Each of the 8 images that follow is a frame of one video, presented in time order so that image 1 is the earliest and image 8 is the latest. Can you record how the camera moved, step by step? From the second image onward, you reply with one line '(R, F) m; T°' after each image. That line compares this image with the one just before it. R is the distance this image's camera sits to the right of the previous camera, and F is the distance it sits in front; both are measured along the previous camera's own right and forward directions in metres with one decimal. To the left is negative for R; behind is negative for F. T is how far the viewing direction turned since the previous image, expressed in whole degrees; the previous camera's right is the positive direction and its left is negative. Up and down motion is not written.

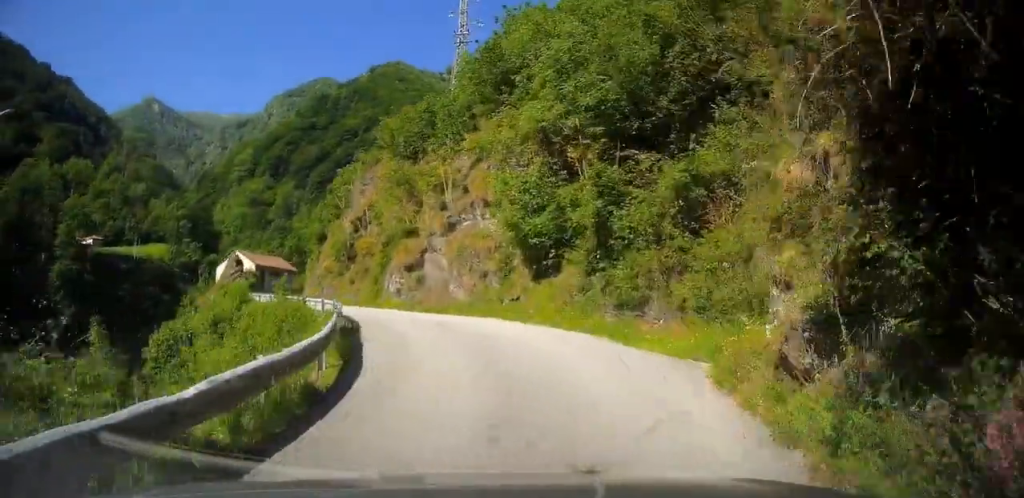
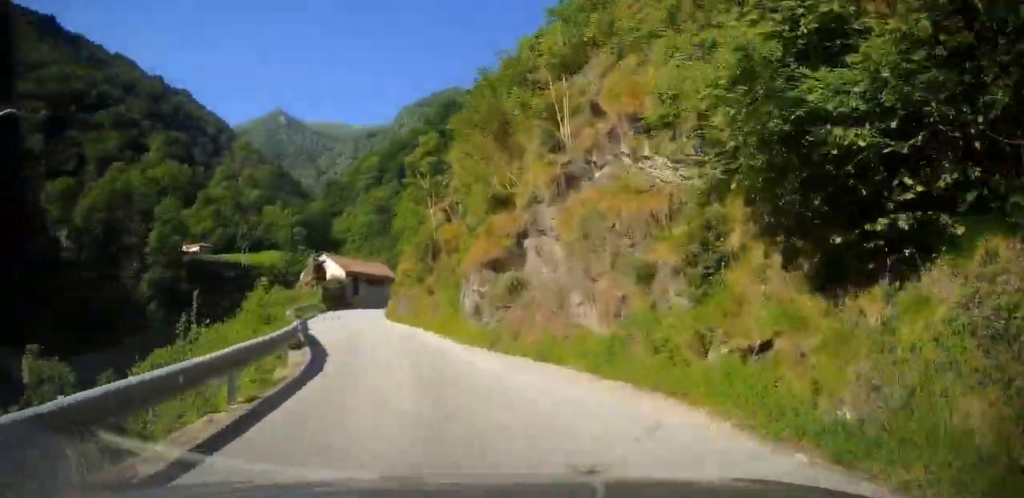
(-1.3, +13.6) m; -14°
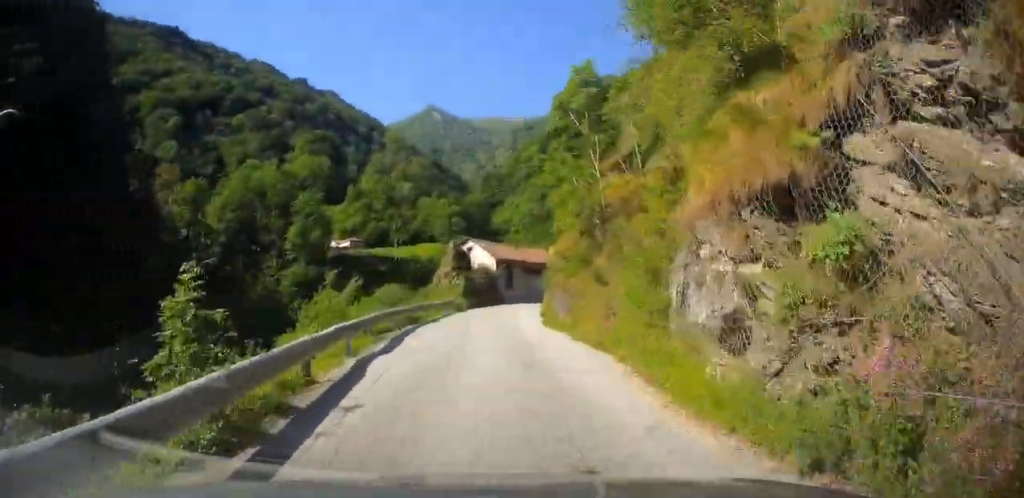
(-0.6, +9.7) m; -9°
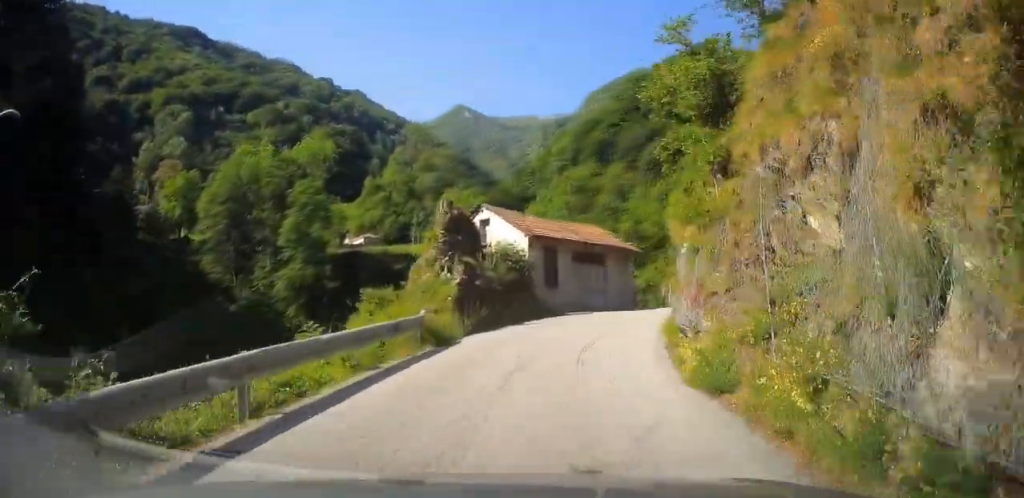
(-3.2, +19.8) m; -6°
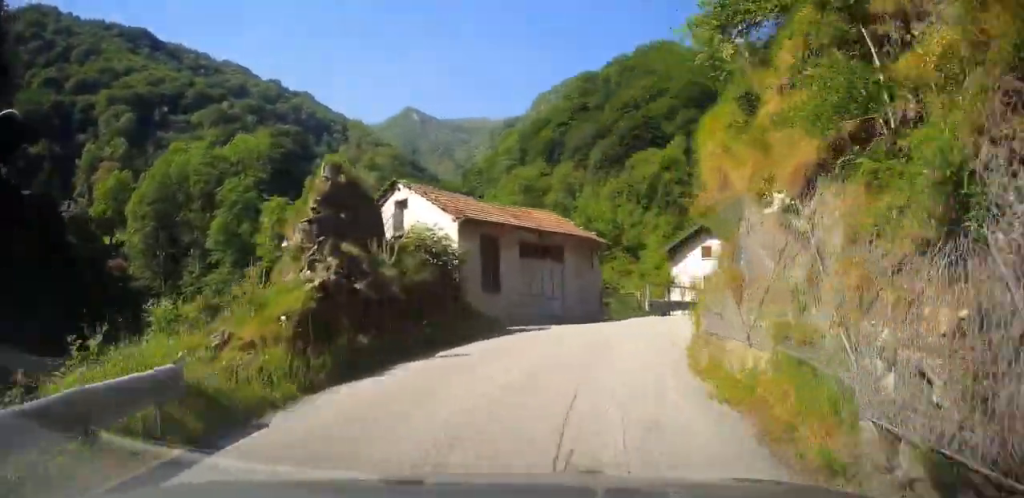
(-0.5, +7.9) m; +4°
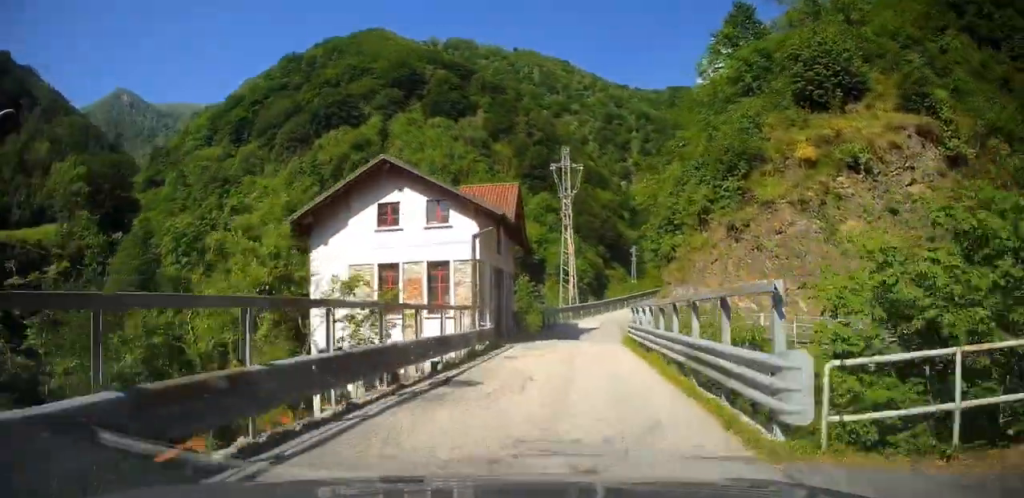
(+7.1, +25.9) m; +27°
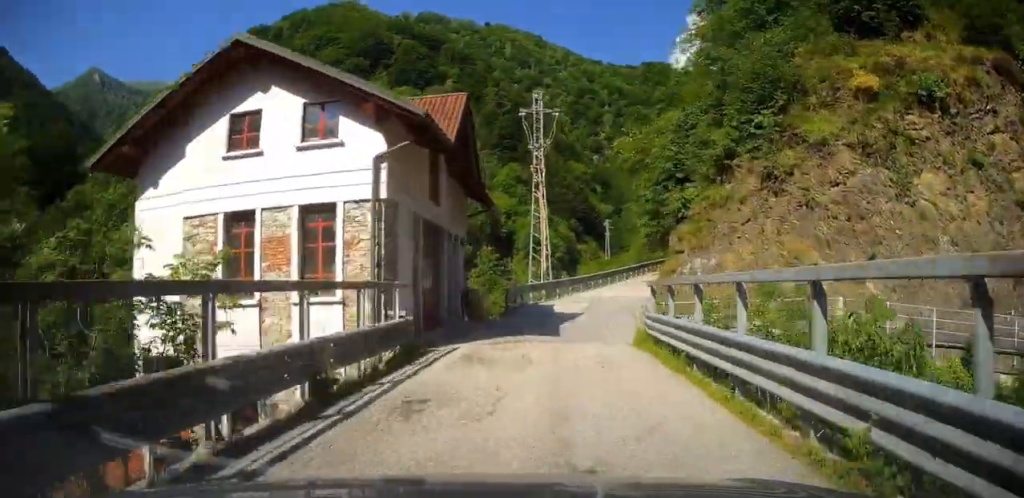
(+1.0, +10.3) m; +7°
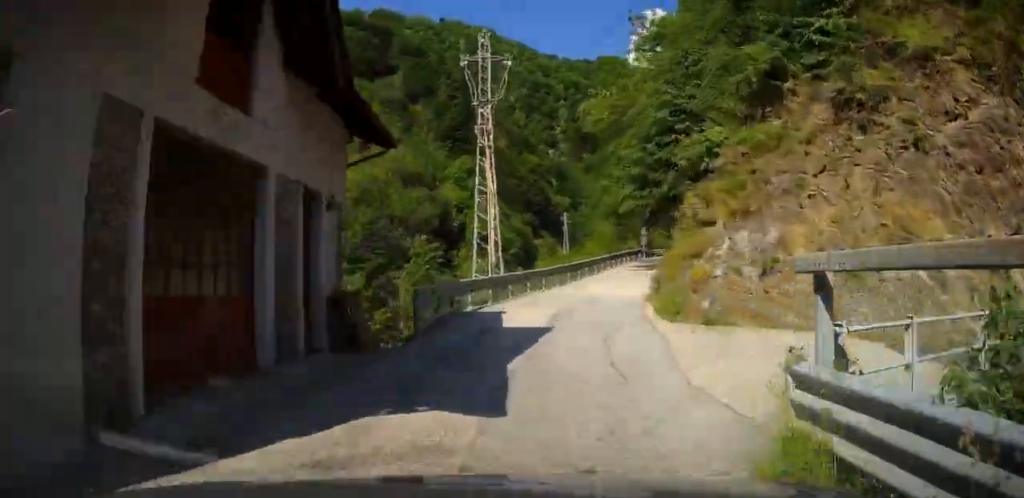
(+0.2, +10.2) m; +2°
